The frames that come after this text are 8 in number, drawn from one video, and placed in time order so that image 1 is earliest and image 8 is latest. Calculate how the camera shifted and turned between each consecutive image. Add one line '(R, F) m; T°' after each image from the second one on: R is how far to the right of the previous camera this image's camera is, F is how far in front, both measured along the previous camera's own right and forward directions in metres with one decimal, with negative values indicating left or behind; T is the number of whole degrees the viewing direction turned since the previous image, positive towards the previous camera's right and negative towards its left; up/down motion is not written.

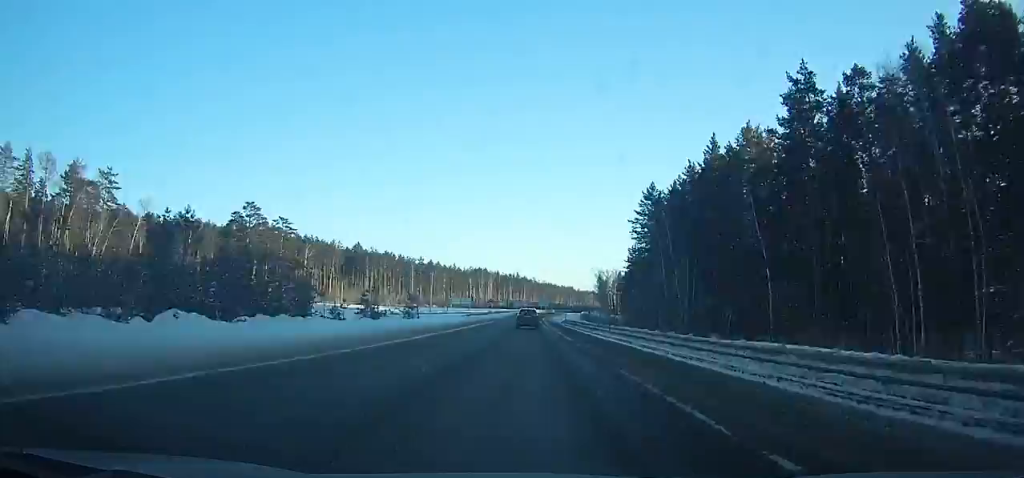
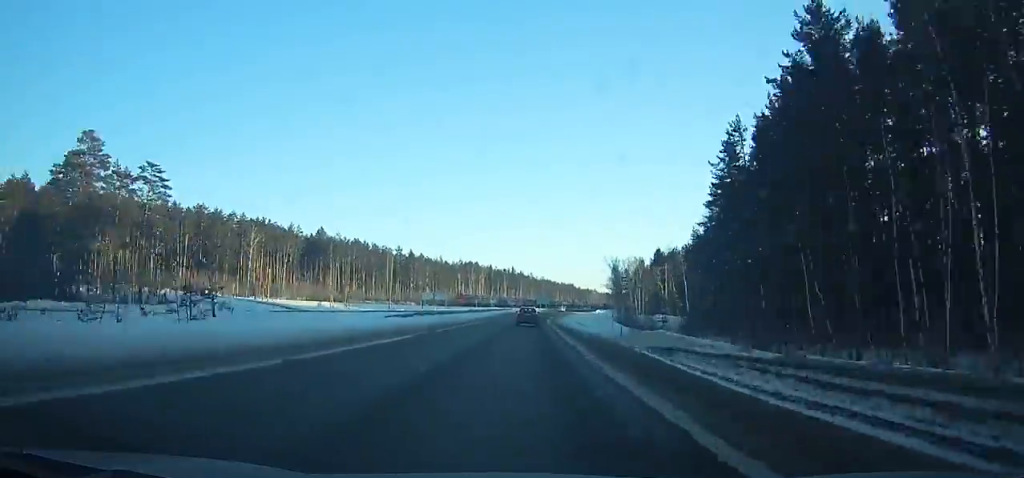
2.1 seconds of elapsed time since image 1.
(+0.1, +50.1) m; +1°
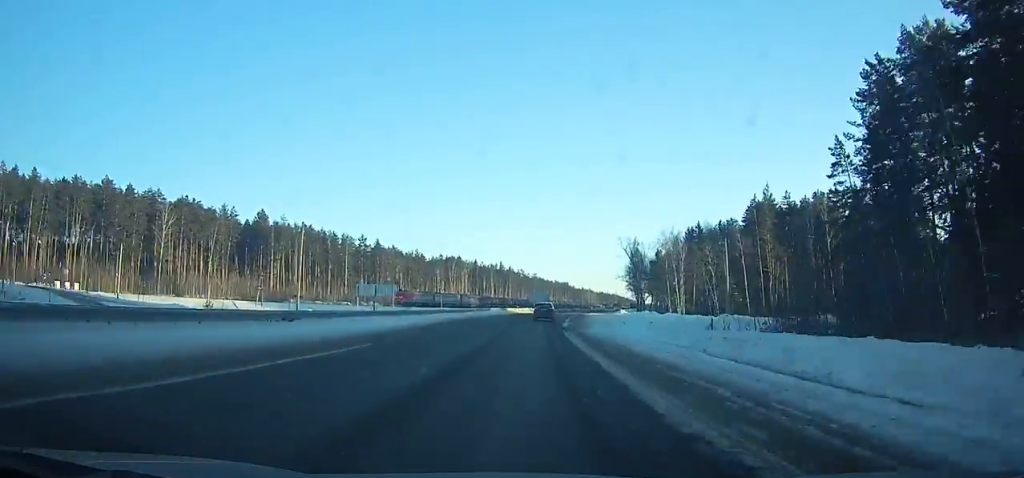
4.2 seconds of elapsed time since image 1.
(0.0, +50.3) m; +2°
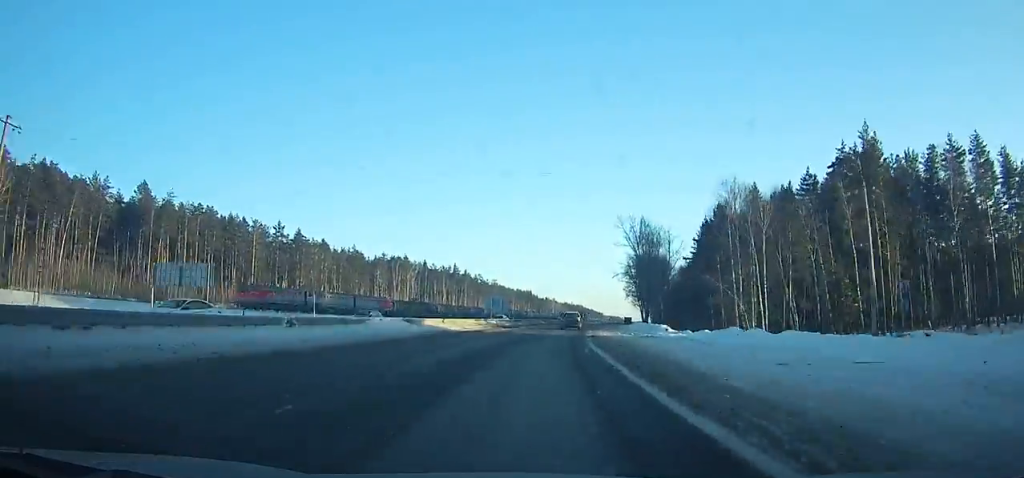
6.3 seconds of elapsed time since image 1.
(+0.9, +50.5) m; +4°
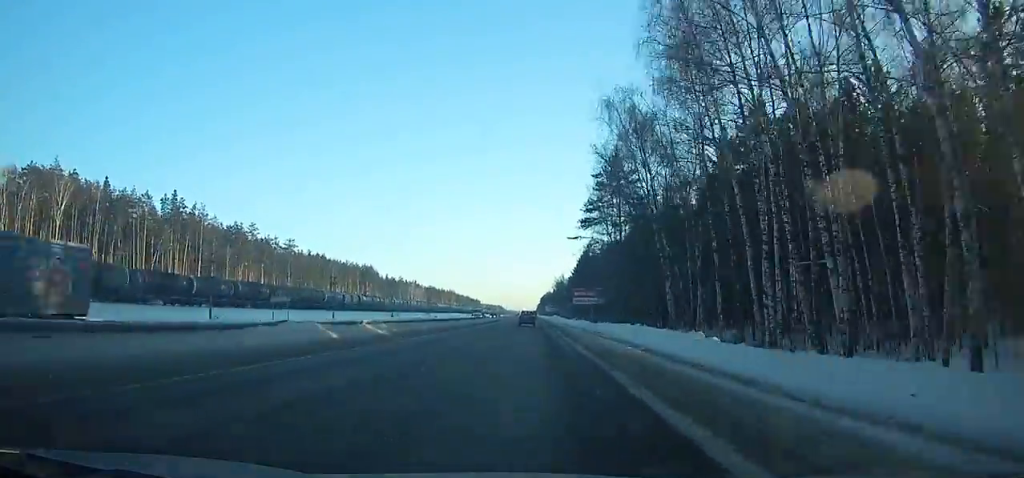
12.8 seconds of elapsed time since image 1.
(+18.3, +158.1) m; +9°
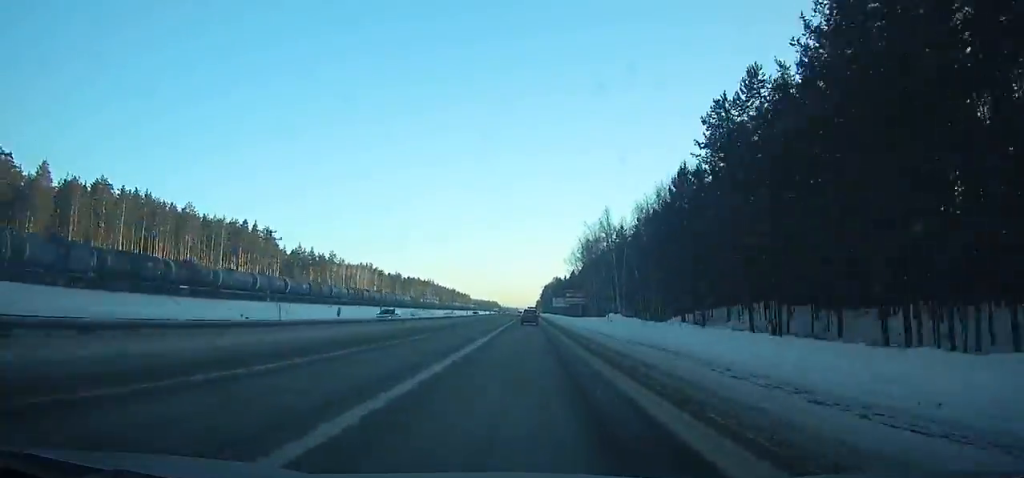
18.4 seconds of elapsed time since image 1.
(+0.4, +142.2) m; 0°
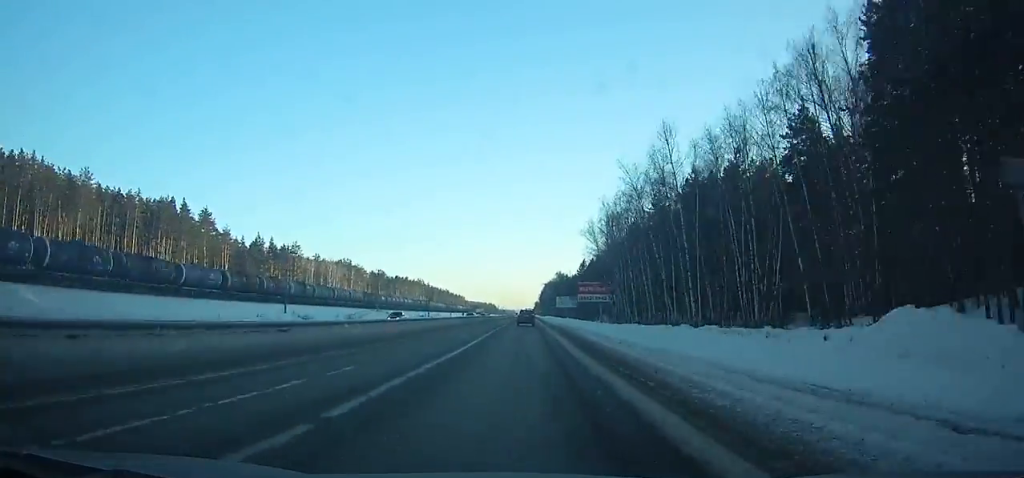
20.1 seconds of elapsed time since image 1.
(0.0, +42.9) m; 0°
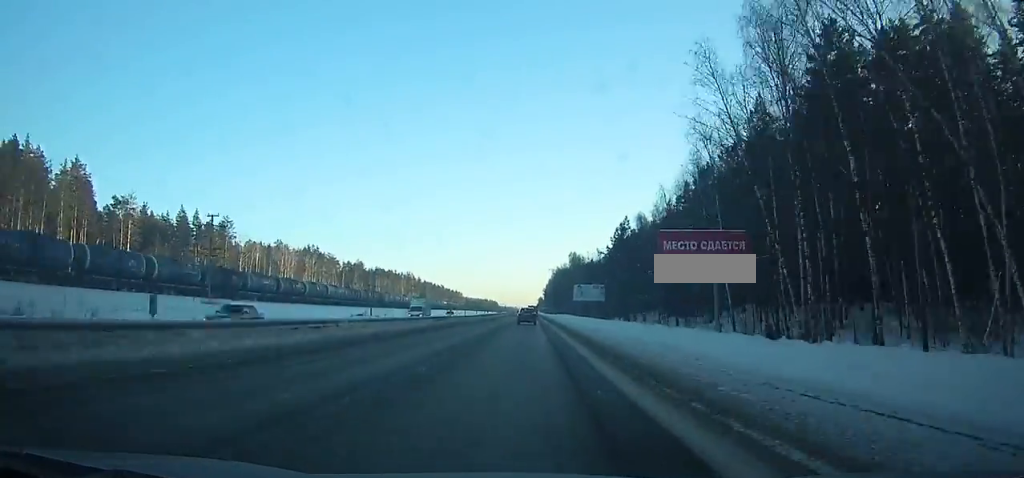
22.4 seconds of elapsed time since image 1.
(0.0, +57.6) m; 0°
